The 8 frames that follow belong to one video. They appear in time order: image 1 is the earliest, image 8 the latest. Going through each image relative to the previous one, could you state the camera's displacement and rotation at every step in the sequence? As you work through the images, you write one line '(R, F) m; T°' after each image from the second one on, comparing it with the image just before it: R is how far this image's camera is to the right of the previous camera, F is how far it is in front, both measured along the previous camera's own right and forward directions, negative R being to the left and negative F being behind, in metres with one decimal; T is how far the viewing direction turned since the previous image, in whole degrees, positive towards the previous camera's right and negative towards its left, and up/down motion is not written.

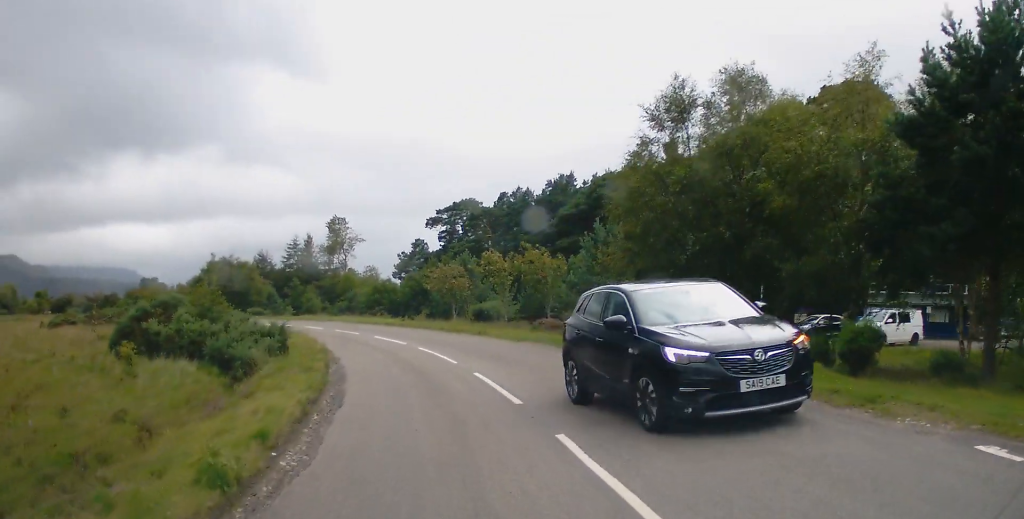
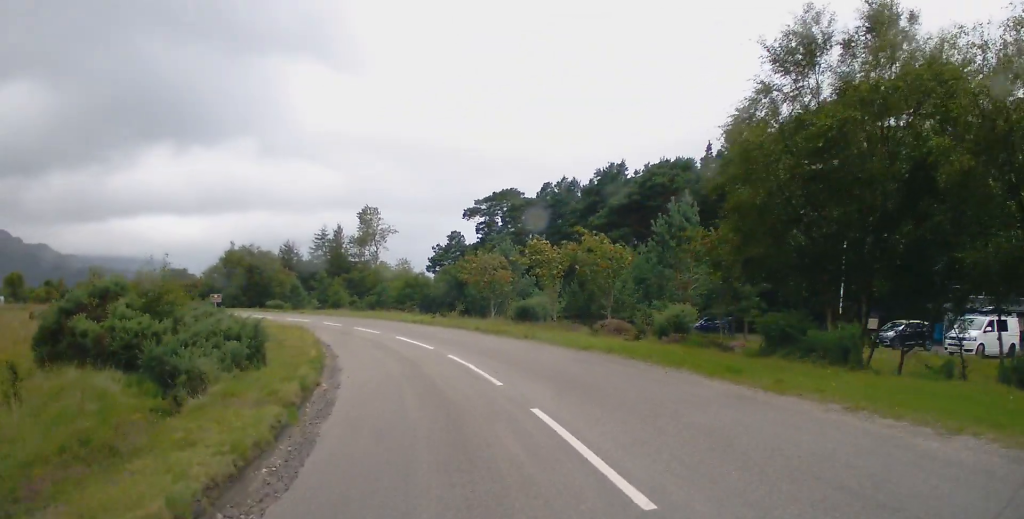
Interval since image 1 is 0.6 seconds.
(-0.3, +6.2) m; -2°
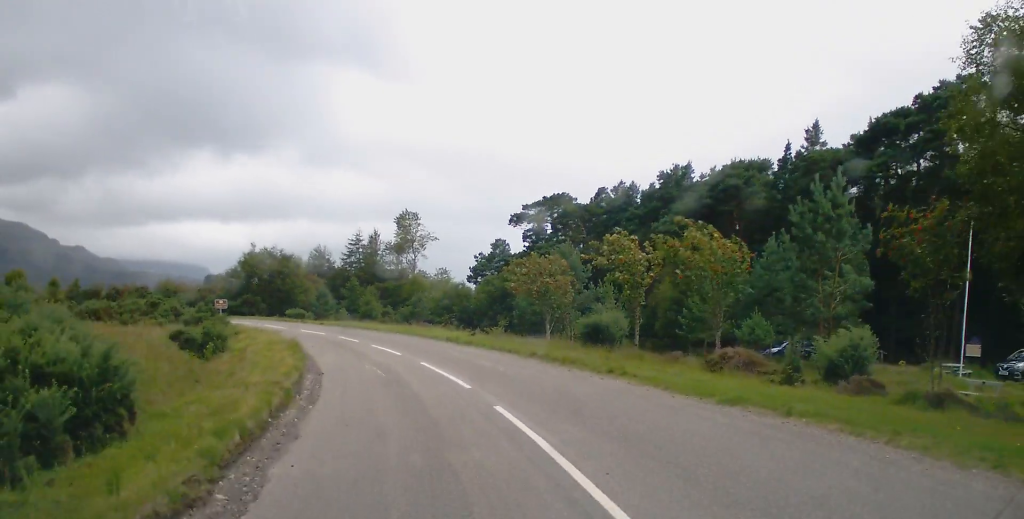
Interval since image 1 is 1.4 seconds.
(0.0, +8.1) m; 0°
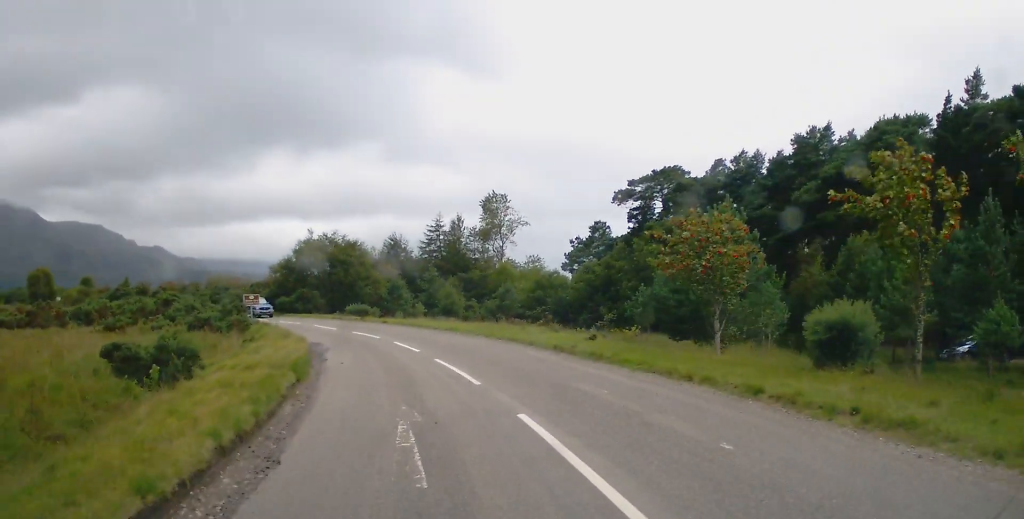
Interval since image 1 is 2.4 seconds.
(0.0, +11.3) m; -6°
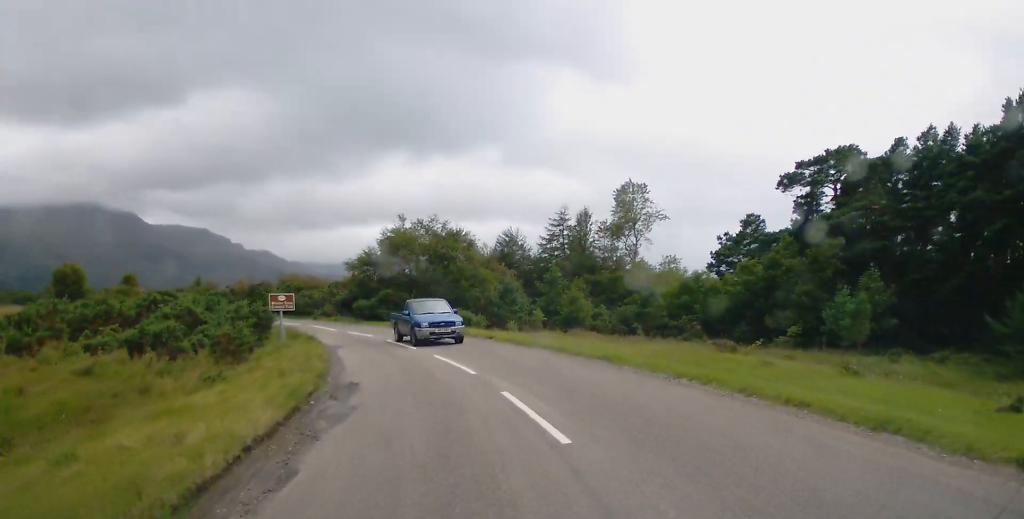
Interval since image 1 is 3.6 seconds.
(-1.8, +14.0) m; -12°
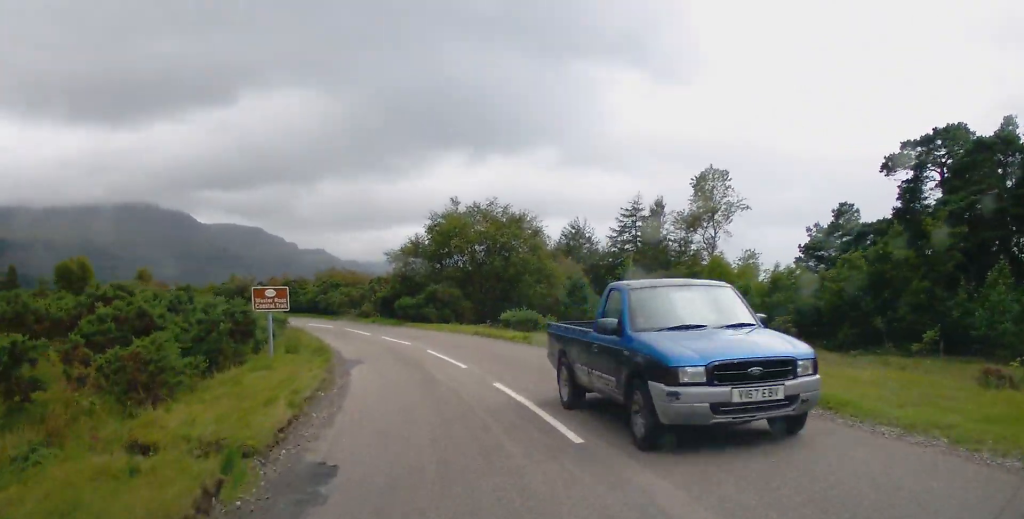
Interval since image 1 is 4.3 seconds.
(-0.6, +8.1) m; -3°
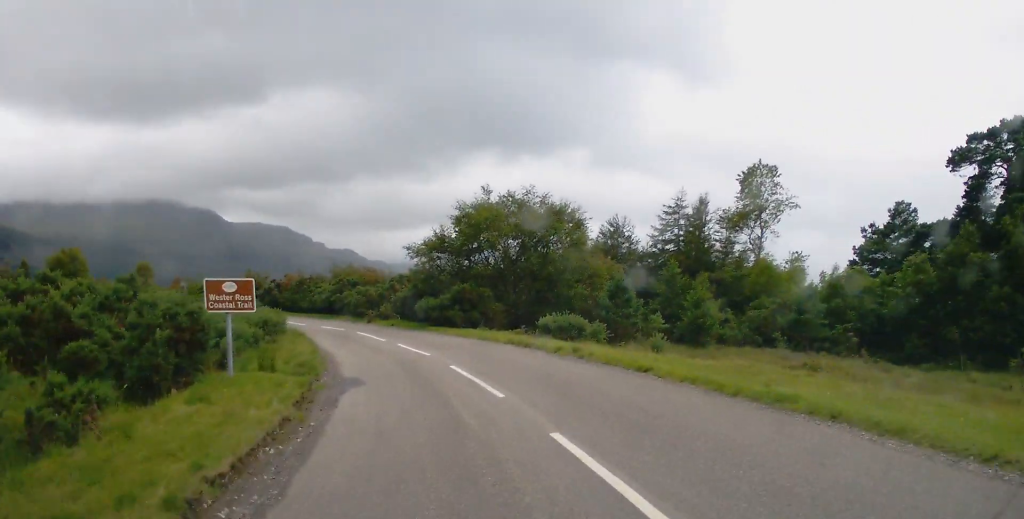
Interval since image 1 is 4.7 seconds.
(0.0, +5.3) m; -2°
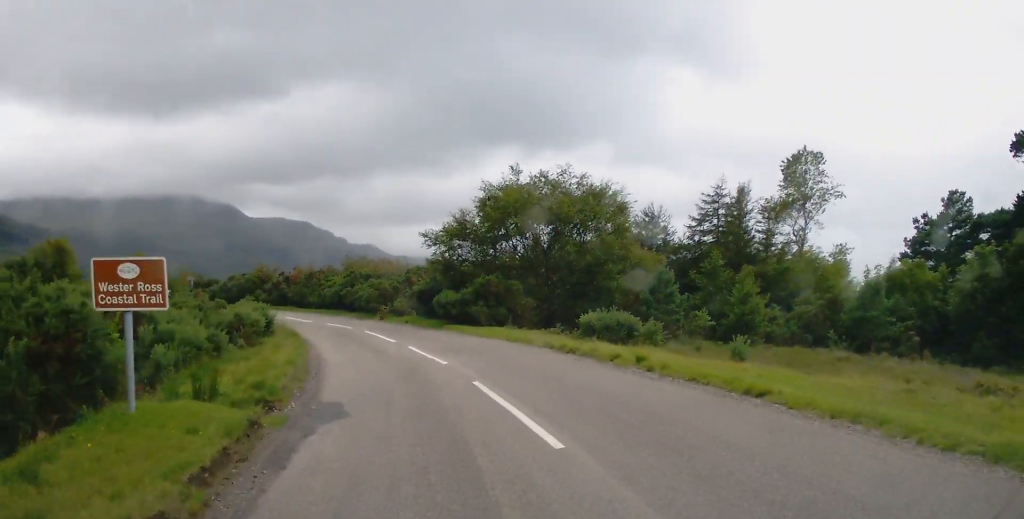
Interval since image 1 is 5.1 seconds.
(+0.1, +4.9) m; -1°
